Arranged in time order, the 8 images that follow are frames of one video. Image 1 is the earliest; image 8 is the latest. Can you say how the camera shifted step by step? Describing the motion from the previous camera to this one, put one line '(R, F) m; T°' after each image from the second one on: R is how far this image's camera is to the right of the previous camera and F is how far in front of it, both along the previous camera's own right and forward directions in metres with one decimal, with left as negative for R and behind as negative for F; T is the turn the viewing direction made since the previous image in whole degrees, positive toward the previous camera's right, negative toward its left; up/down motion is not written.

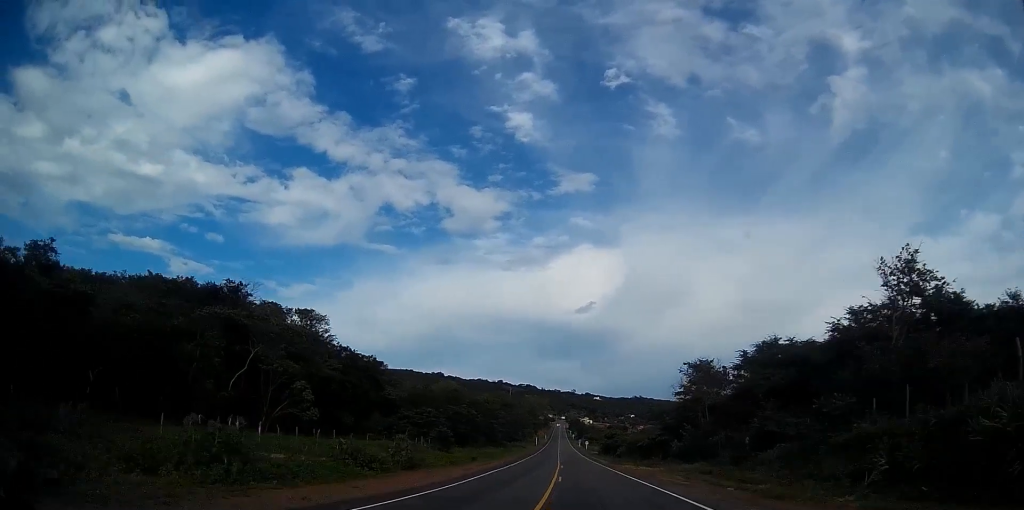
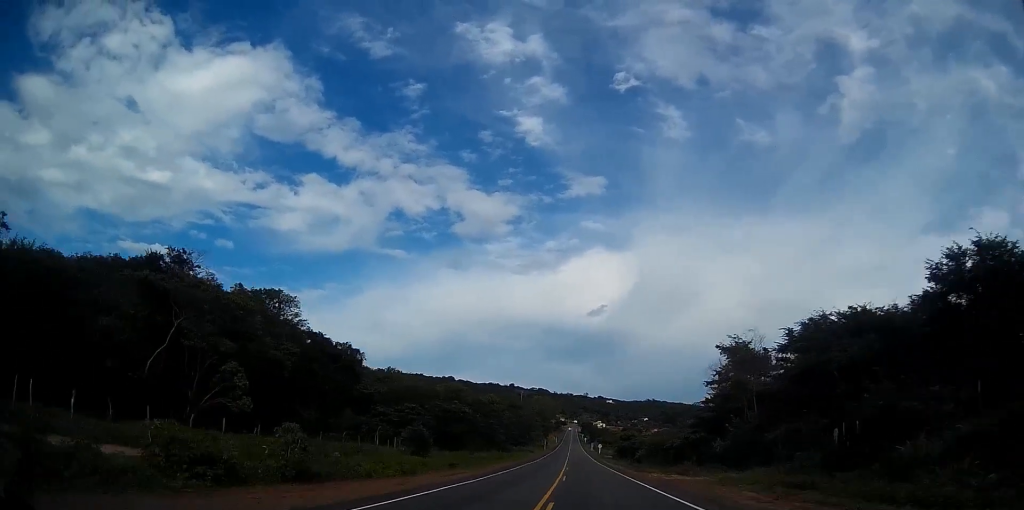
(-0.5, +12.1) m; -3°
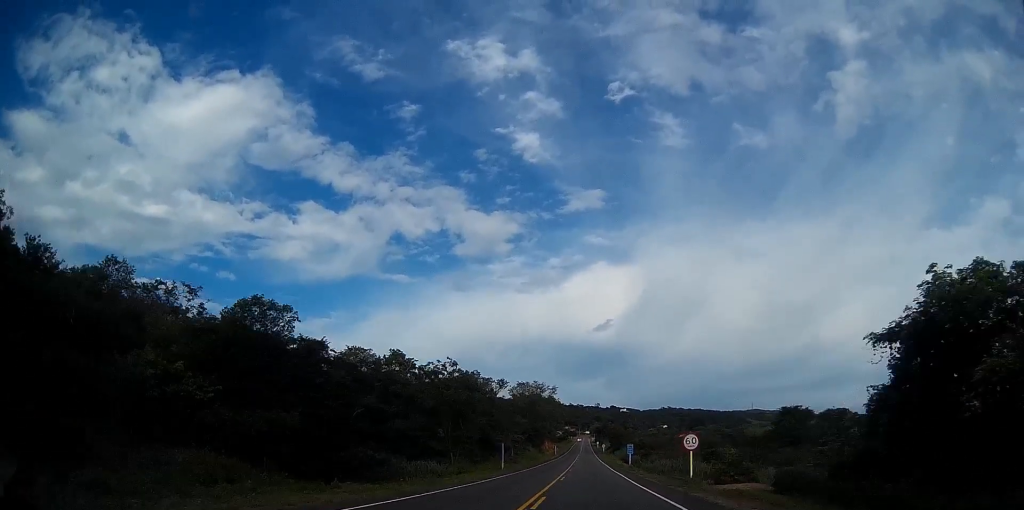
(-7.0, +90.5) m; -4°
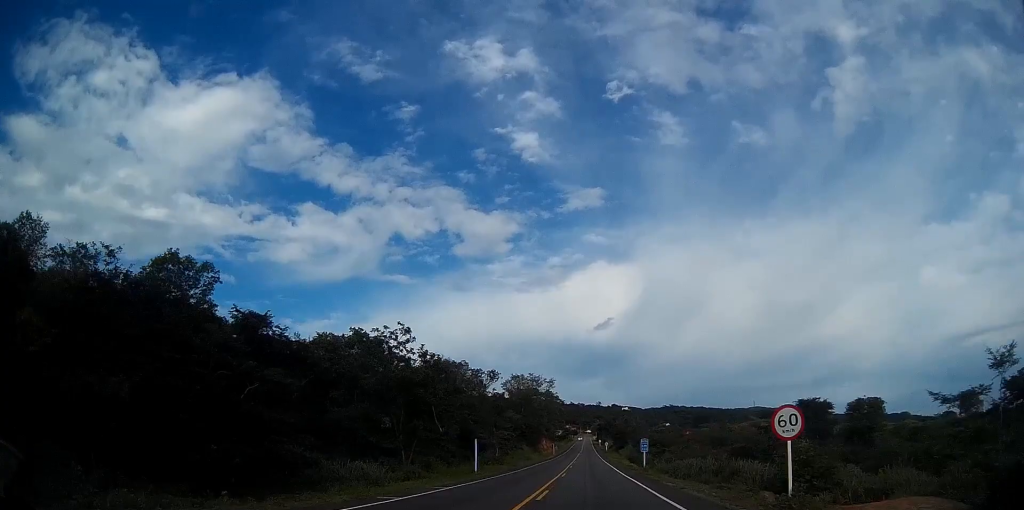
(0.0, +14.7) m; 0°
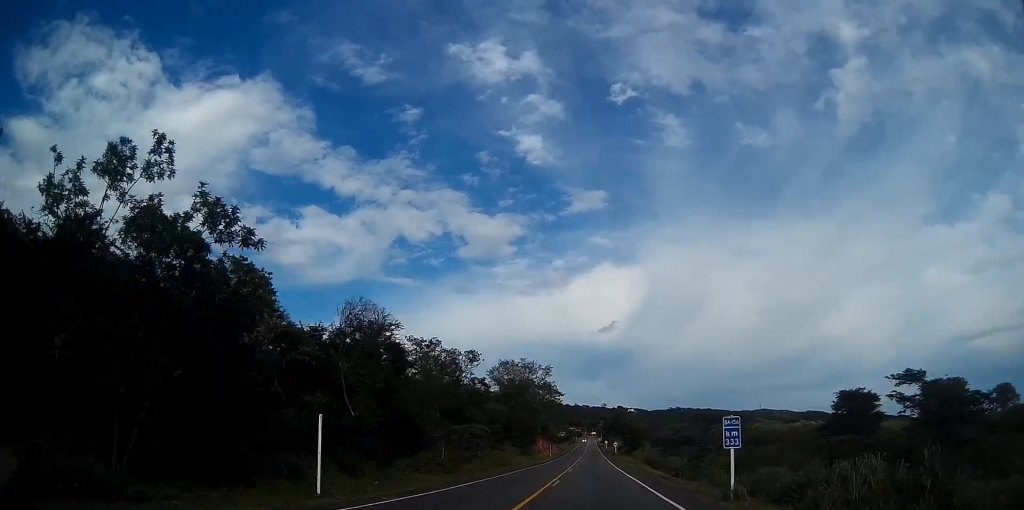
(+0.1, +23.4) m; +1°
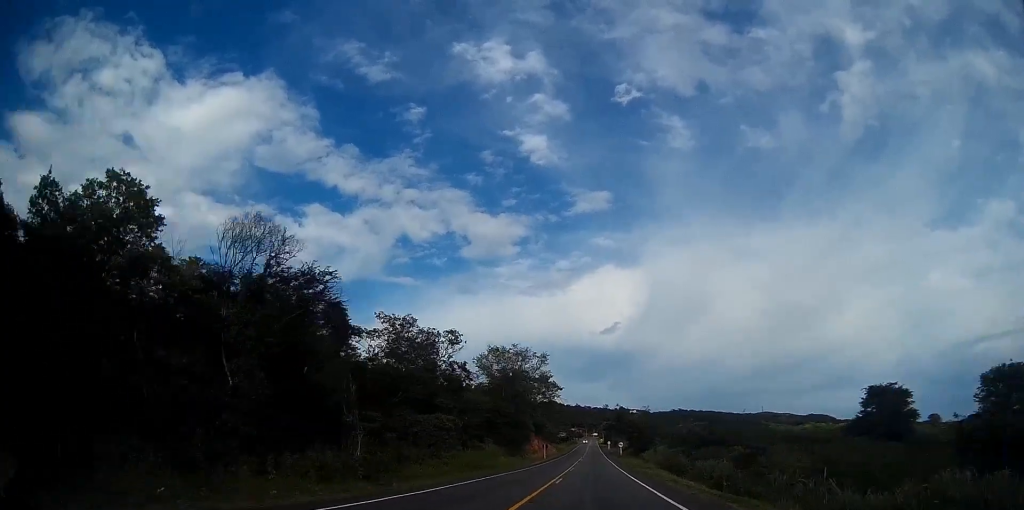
(0.0, +14.9) m; 0°
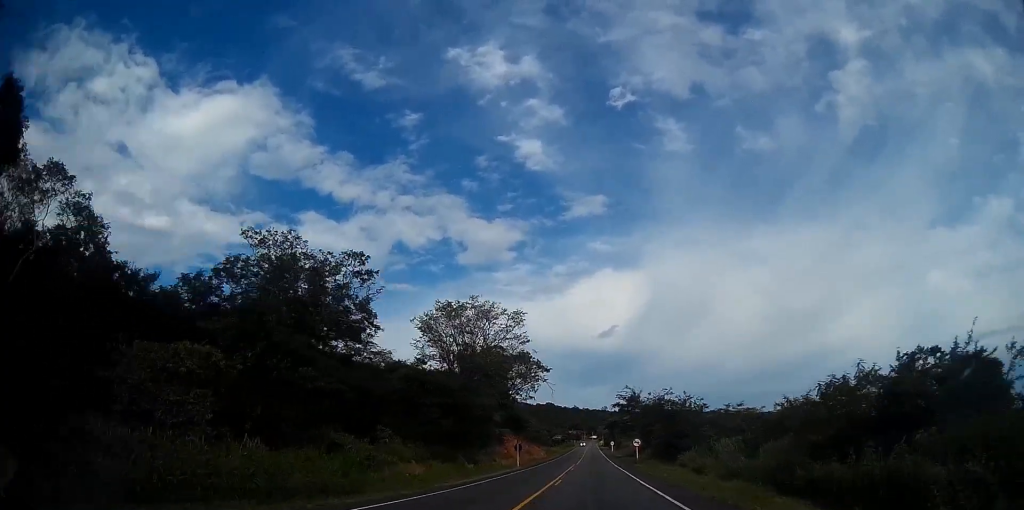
(+0.4, +32.5) m; +1°
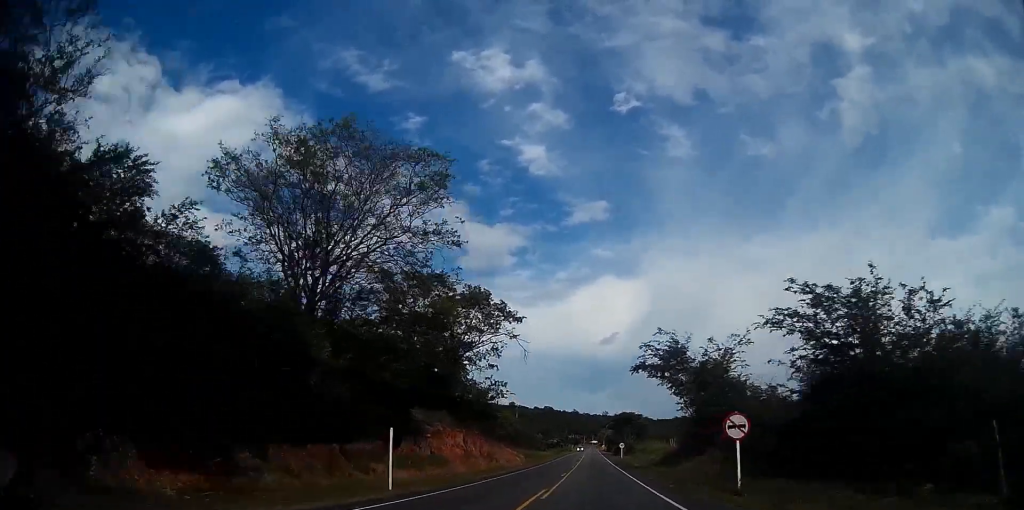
(-0.1, +37.8) m; 0°
